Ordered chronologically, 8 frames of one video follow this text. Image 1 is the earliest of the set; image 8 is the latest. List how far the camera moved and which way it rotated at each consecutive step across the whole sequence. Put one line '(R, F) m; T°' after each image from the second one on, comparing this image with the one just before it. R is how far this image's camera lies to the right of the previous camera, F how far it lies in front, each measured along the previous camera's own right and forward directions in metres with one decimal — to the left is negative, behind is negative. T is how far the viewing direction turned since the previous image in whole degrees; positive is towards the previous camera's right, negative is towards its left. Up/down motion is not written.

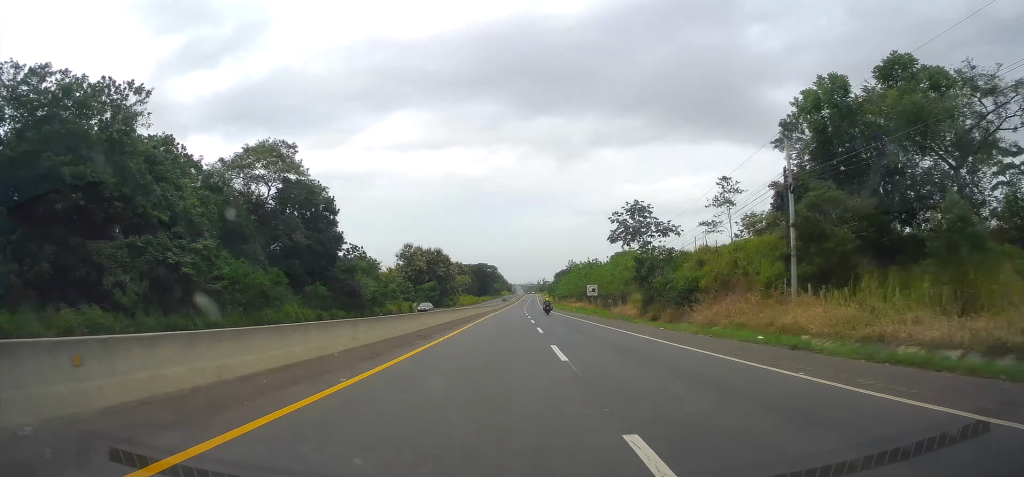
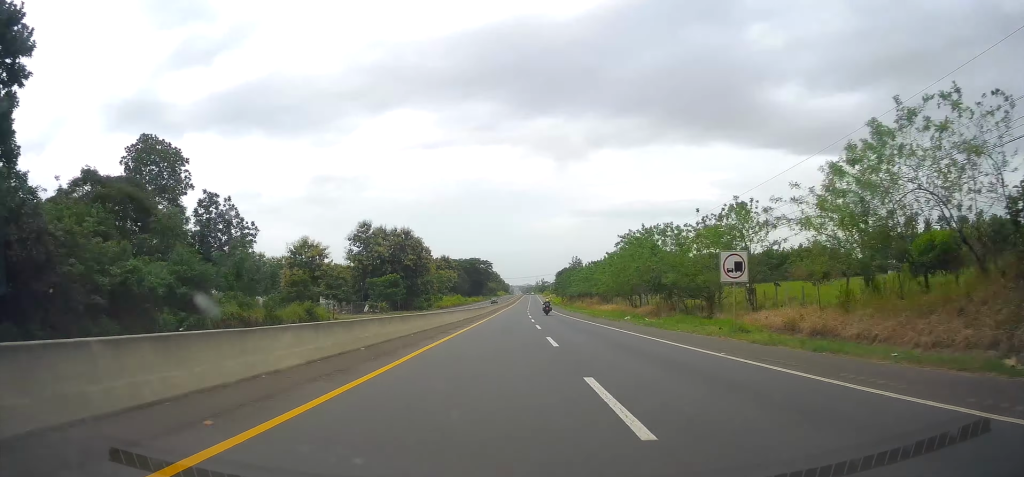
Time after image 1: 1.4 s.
(+0.4, +43.9) m; +1°
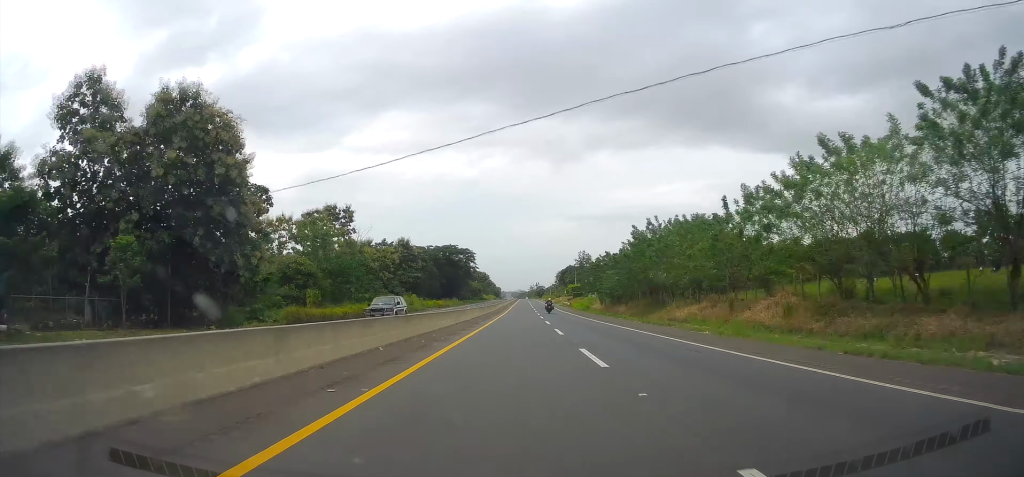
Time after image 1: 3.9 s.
(+0.6, +79.3) m; +1°
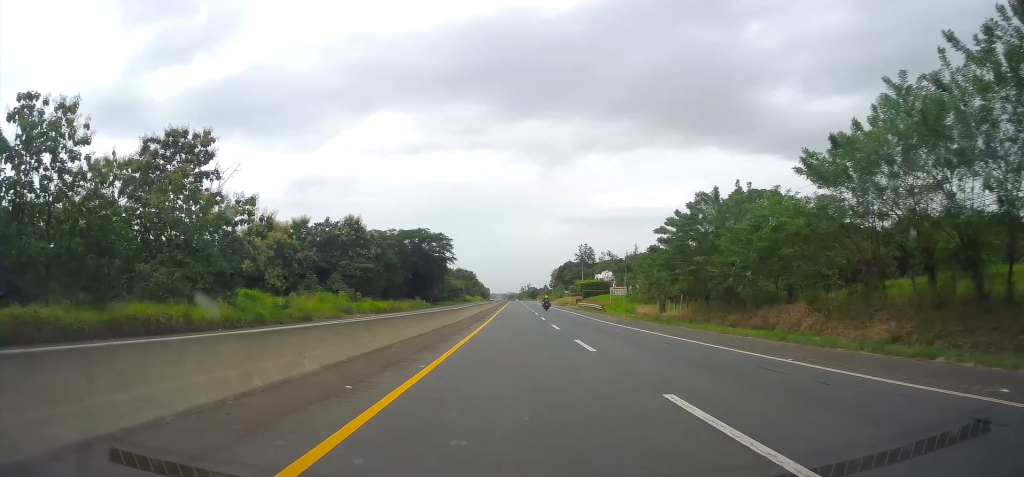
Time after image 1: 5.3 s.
(+0.3, +45.8) m; 0°
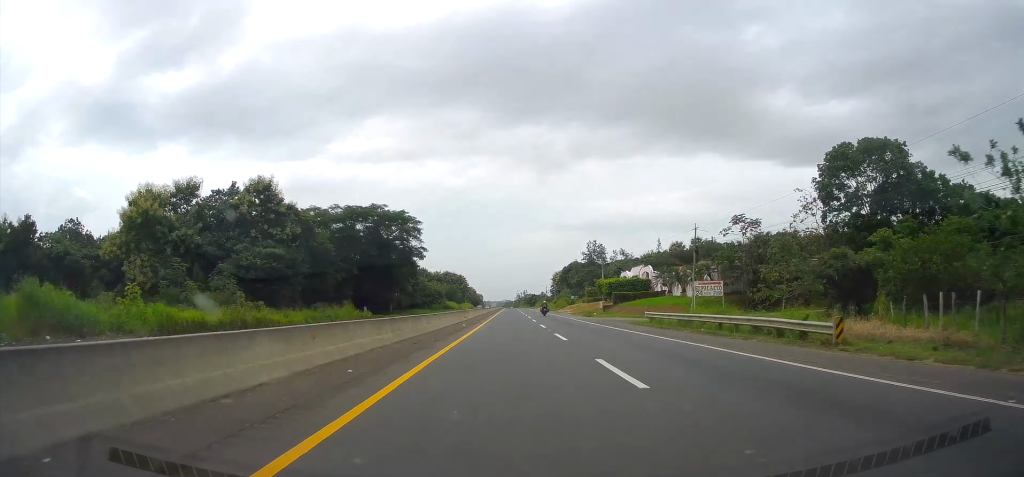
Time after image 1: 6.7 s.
(+0.2, +43.7) m; 0°
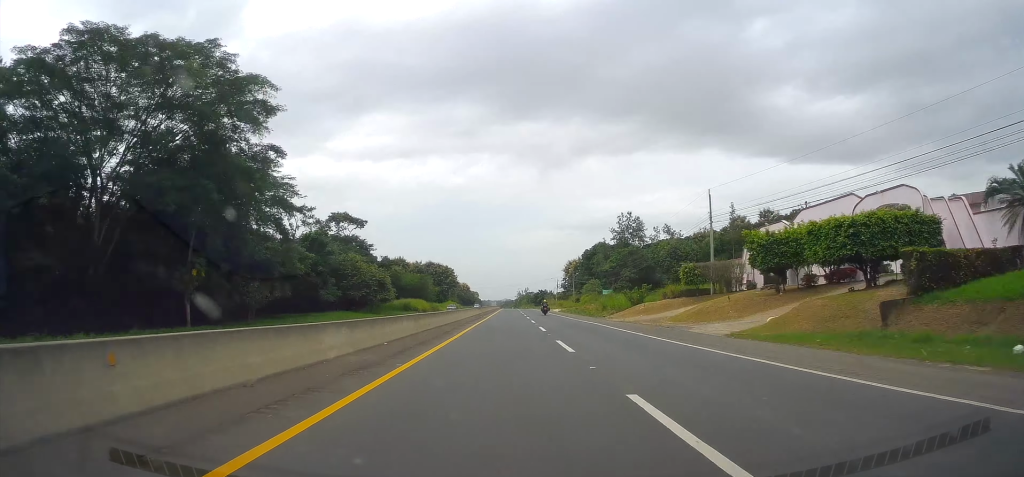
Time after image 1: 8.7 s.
(+0.3, +66.1) m; 0°
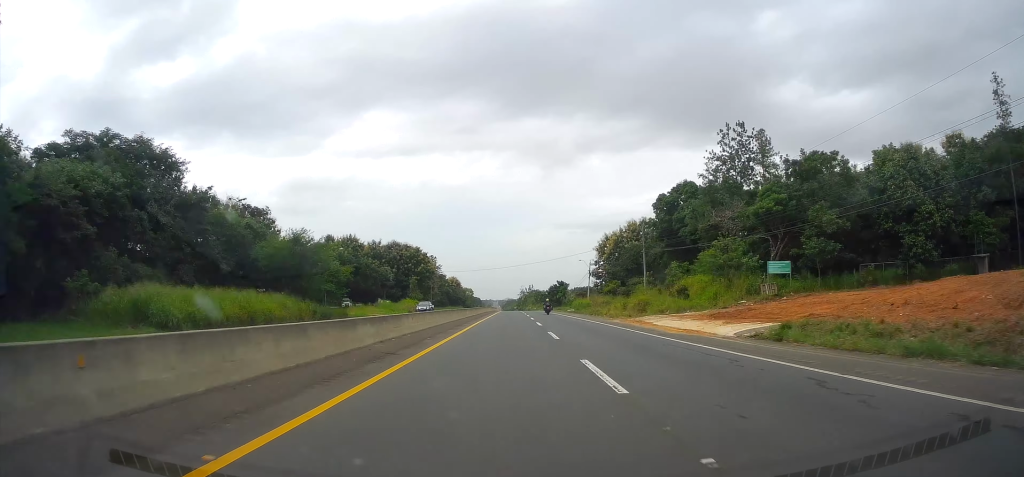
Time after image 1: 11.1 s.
(-0.3, +80.3) m; 0°
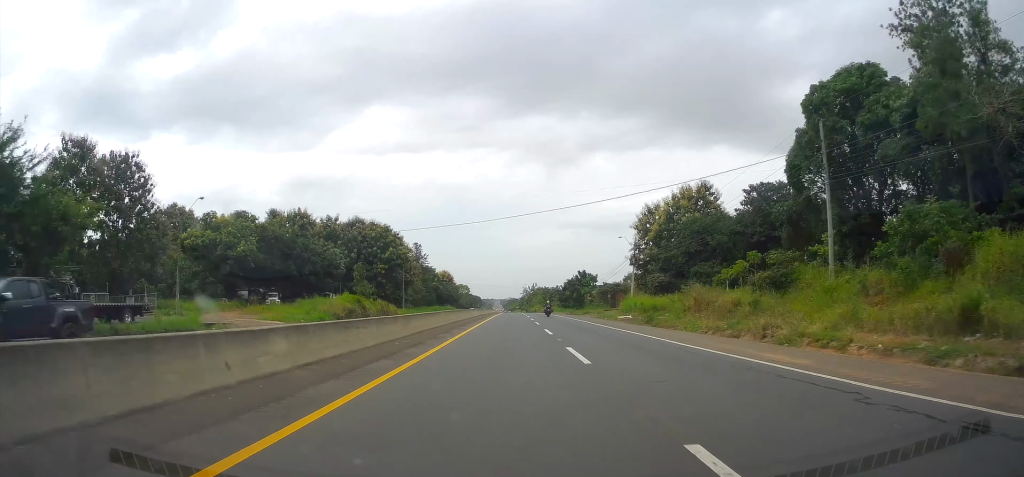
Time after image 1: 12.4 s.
(0.0, +44.2) m; 0°
